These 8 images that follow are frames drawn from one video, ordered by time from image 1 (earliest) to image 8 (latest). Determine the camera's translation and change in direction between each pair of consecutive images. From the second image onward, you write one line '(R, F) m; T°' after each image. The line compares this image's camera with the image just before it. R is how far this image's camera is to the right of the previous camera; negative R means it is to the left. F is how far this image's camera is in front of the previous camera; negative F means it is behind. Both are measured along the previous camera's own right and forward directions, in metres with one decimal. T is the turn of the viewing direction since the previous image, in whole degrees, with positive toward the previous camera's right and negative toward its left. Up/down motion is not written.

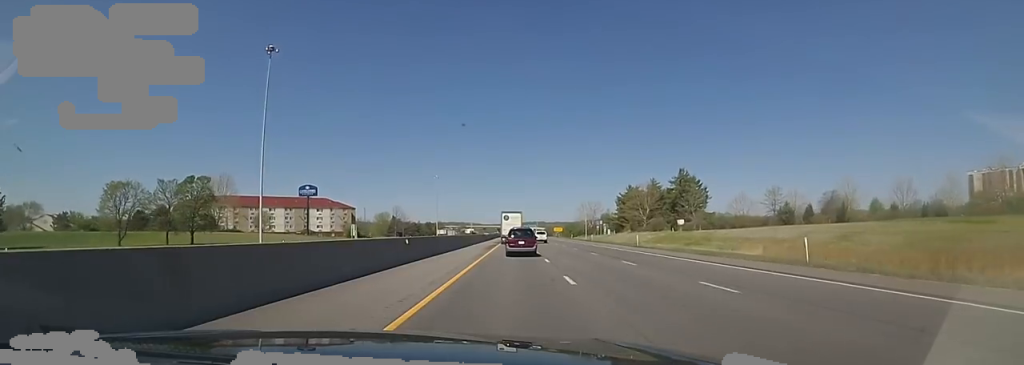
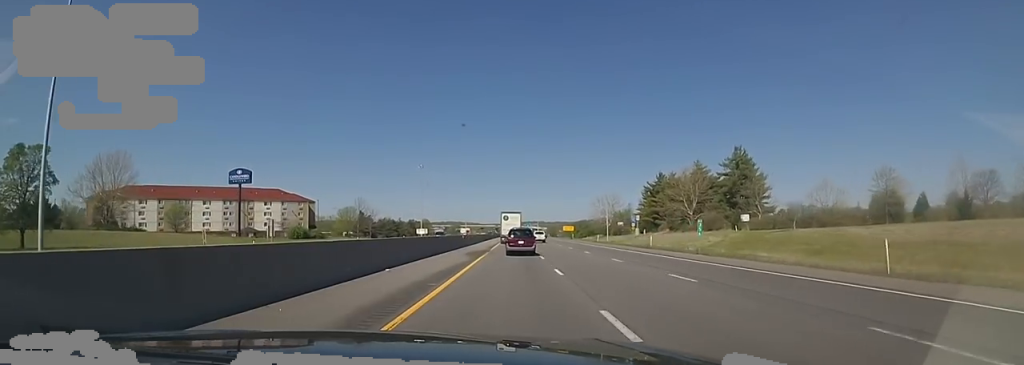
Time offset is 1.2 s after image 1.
(-1.2, +36.0) m; -1°
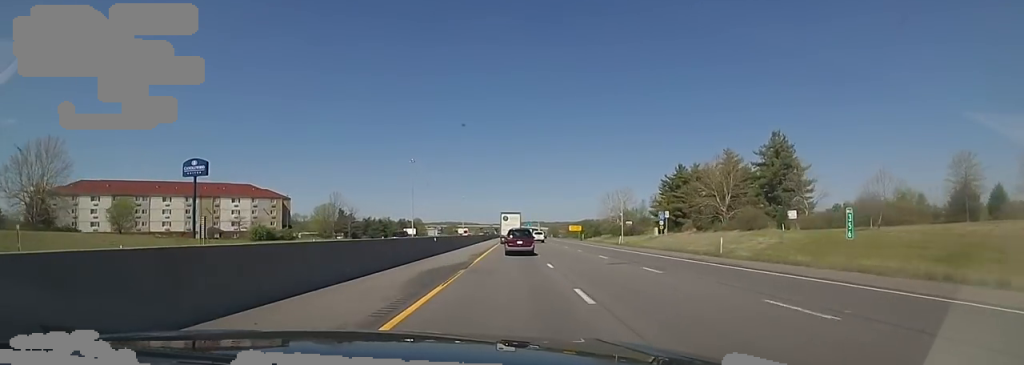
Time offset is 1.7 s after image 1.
(+0.1, +16.1) m; +1°
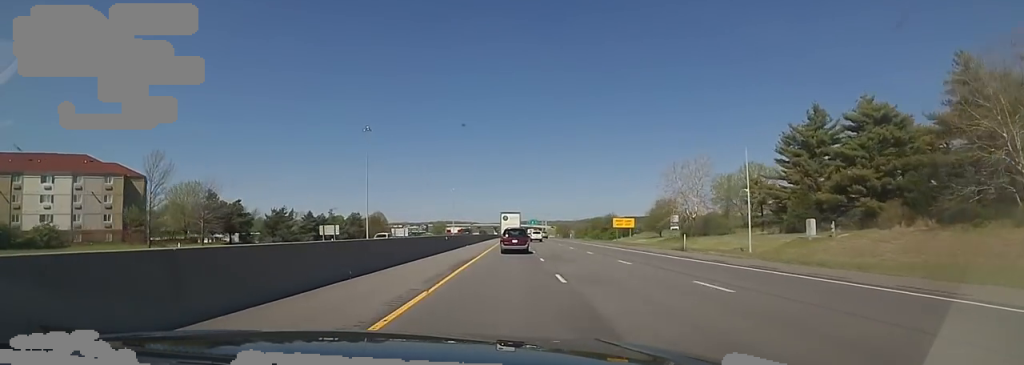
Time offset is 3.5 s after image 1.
(+1.9, +54.7) m; +2°
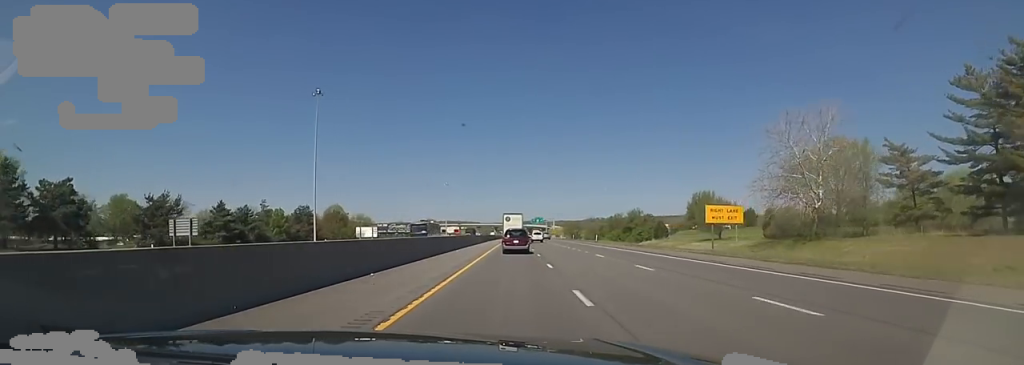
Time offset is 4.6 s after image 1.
(0.0, +33.7) m; 0°
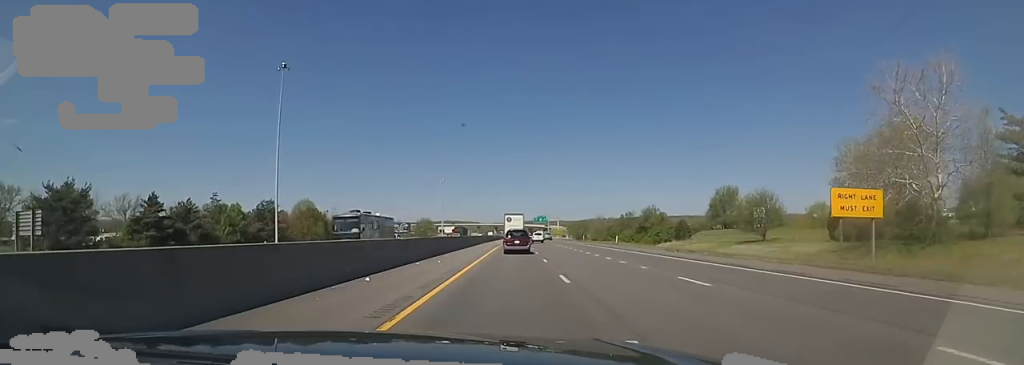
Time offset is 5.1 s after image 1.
(0.0, +15.3) m; 0°
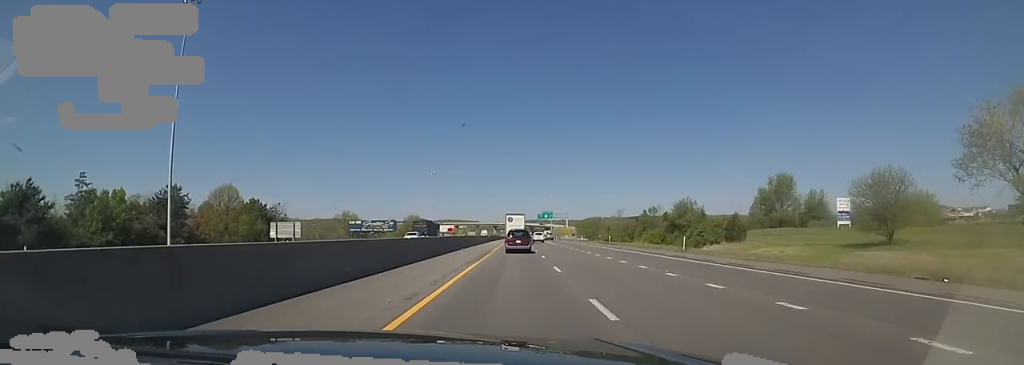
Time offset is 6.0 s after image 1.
(0.0, +25.4) m; 0°
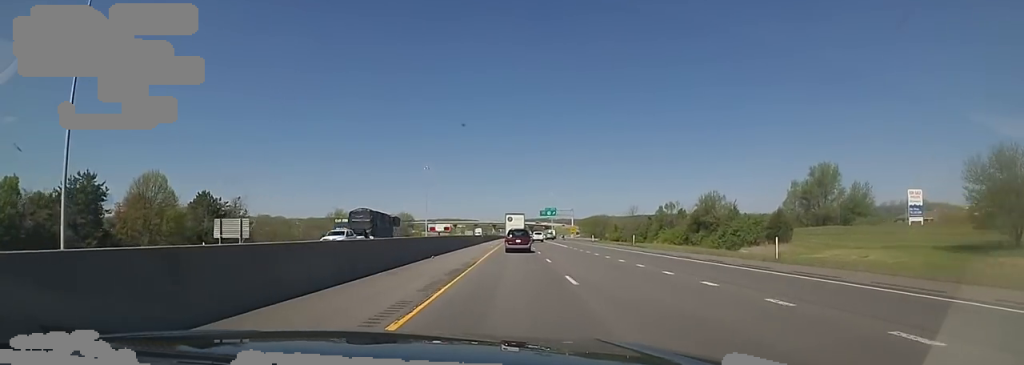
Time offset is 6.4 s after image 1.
(0.0, +14.2) m; 0°
